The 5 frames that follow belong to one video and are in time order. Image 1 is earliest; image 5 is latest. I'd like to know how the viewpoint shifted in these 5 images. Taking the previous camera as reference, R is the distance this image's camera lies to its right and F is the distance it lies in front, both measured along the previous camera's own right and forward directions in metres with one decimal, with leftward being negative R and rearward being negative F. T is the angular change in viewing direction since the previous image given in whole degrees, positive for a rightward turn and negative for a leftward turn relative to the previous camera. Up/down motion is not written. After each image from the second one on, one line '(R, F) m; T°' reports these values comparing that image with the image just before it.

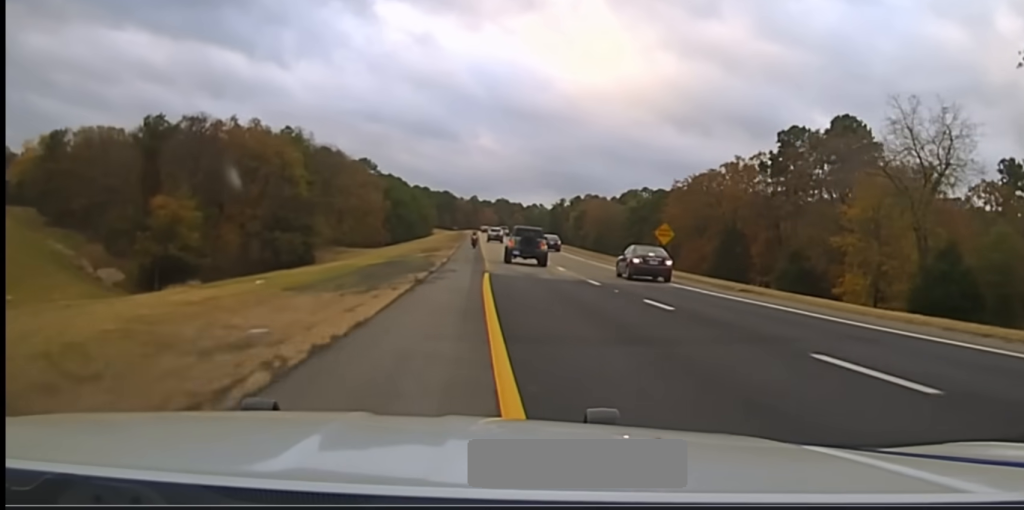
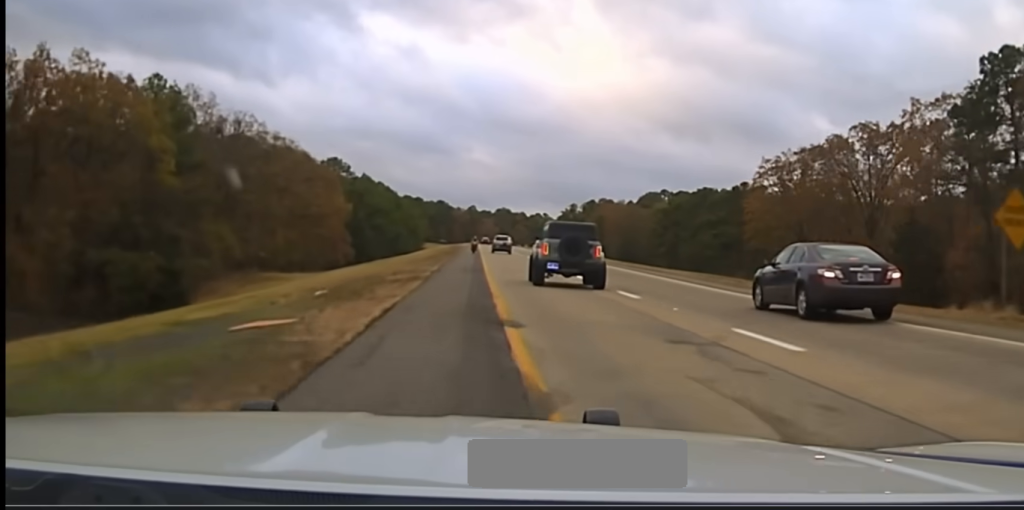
(0.0, +42.3) m; 0°
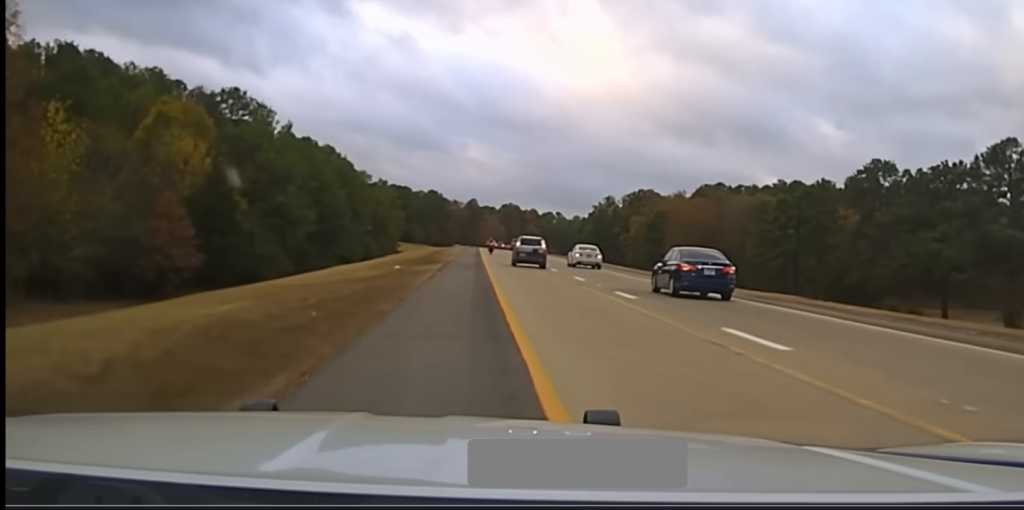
(-0.3, +79.5) m; 0°
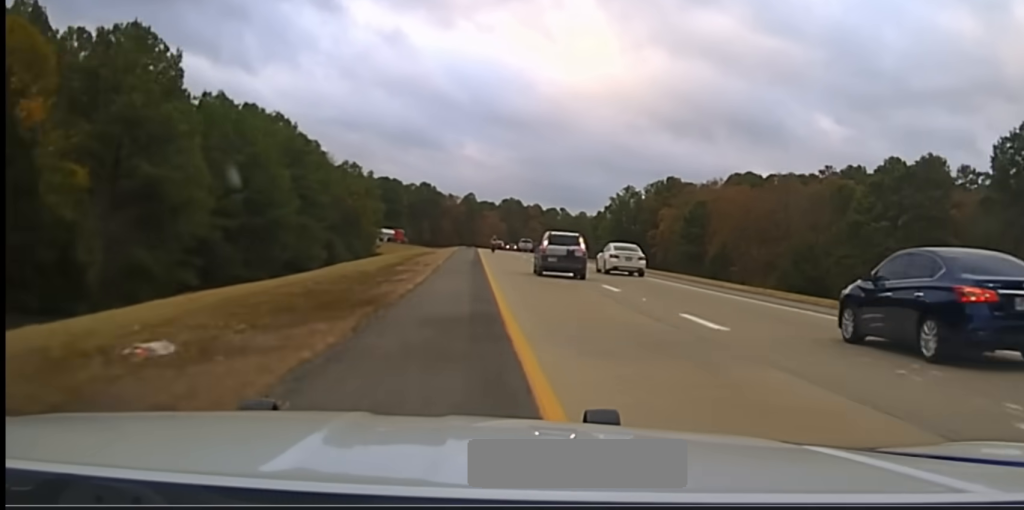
(0.0, +34.5) m; 0°
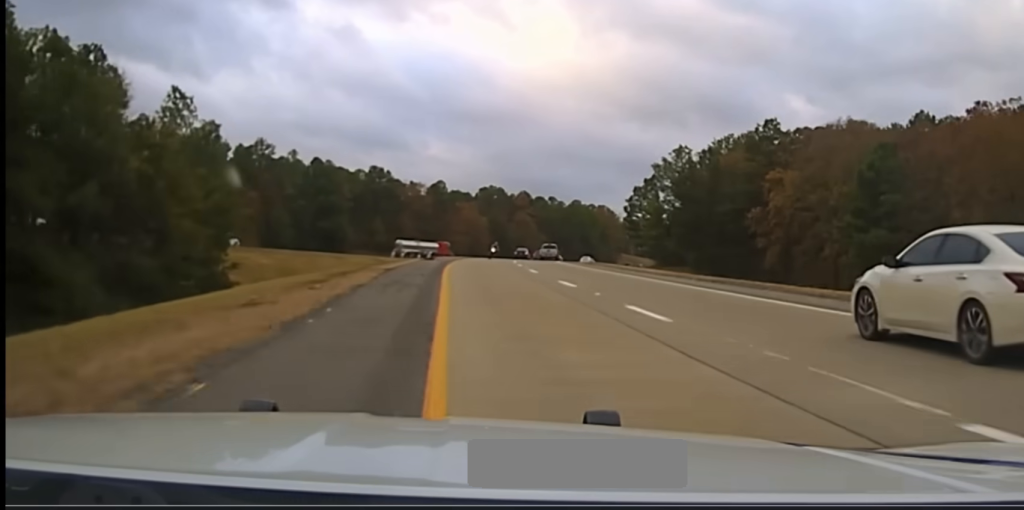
(+1.1, +72.0) m; +2°
